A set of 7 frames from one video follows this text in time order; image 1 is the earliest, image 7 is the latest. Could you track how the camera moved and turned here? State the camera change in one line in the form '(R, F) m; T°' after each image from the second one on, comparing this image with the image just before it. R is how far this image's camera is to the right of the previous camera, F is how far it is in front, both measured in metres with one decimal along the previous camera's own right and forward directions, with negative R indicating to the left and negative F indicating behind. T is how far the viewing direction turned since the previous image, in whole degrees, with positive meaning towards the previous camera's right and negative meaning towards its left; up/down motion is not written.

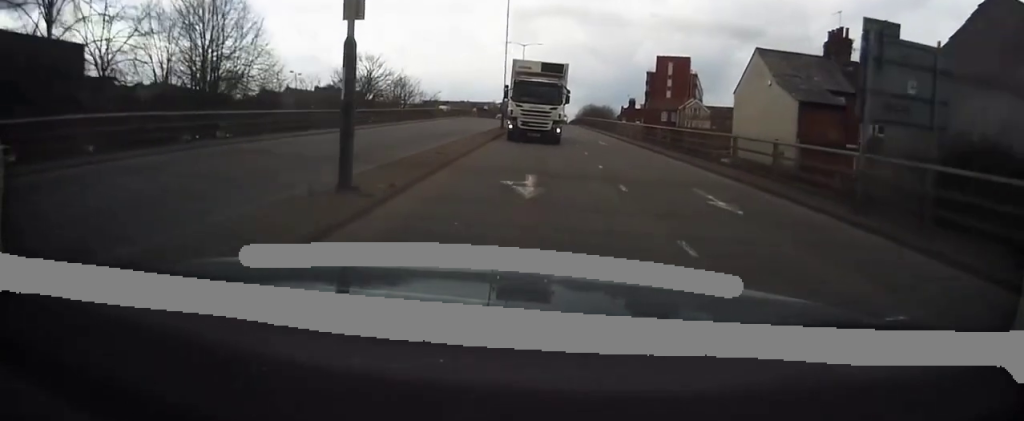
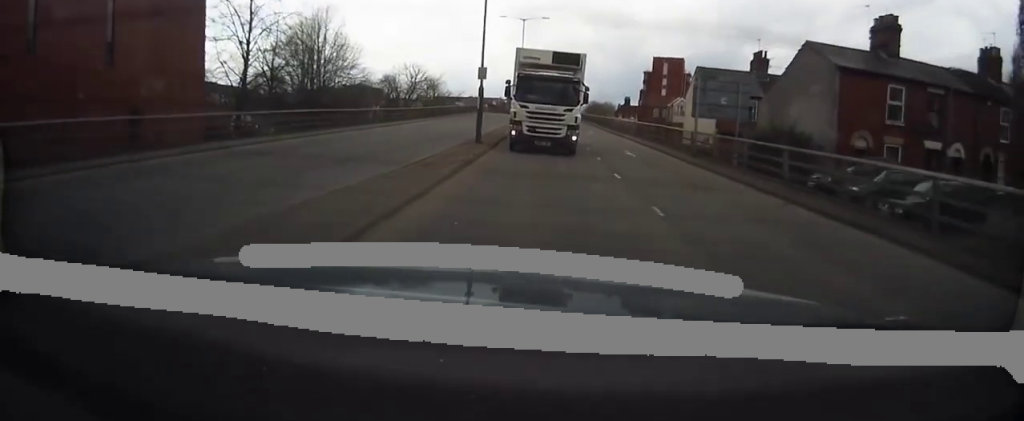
(-0.2, +15.0) m; +3°
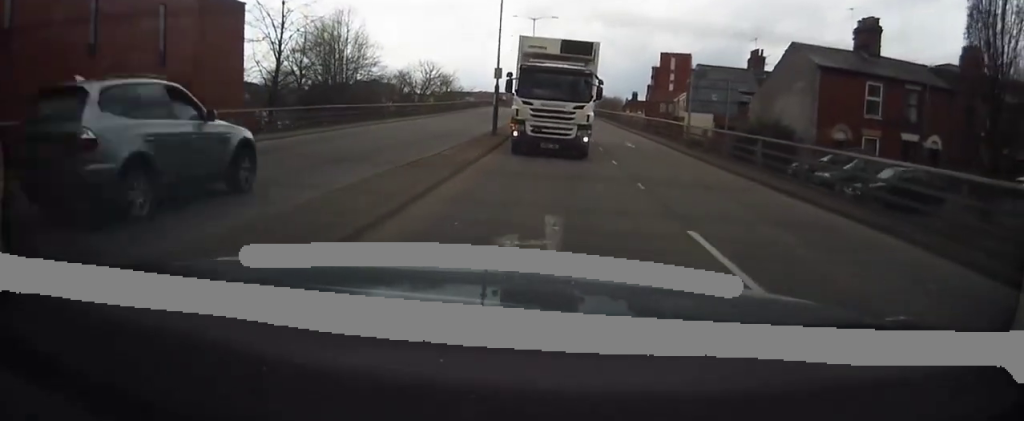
(+0.1, +3.6) m; -2°
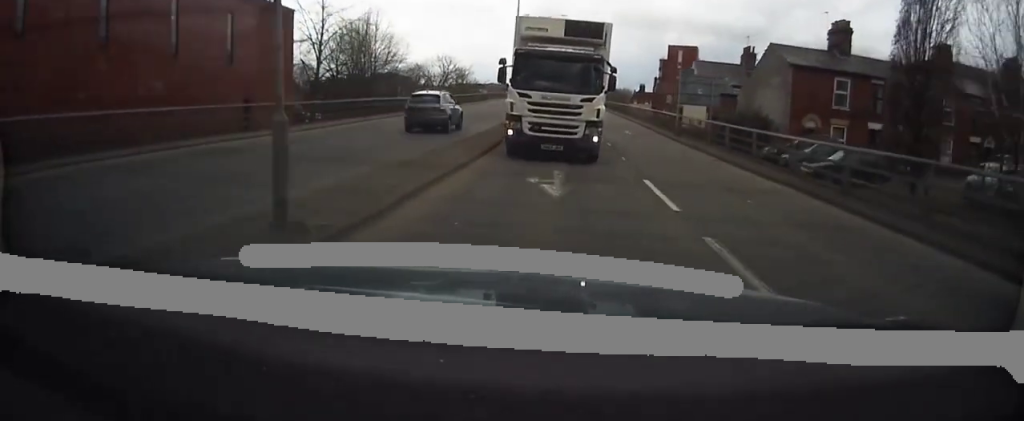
(-0.2, +5.3) m; -8°
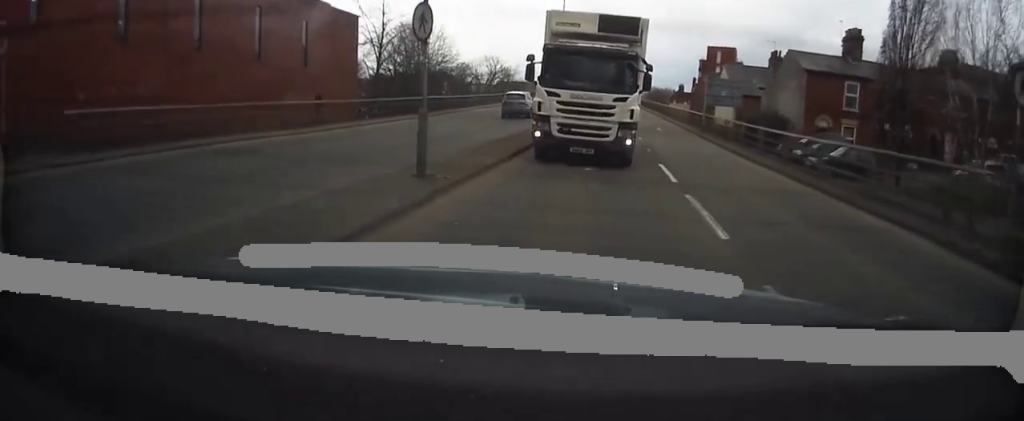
(-0.4, +3.8) m; -3°
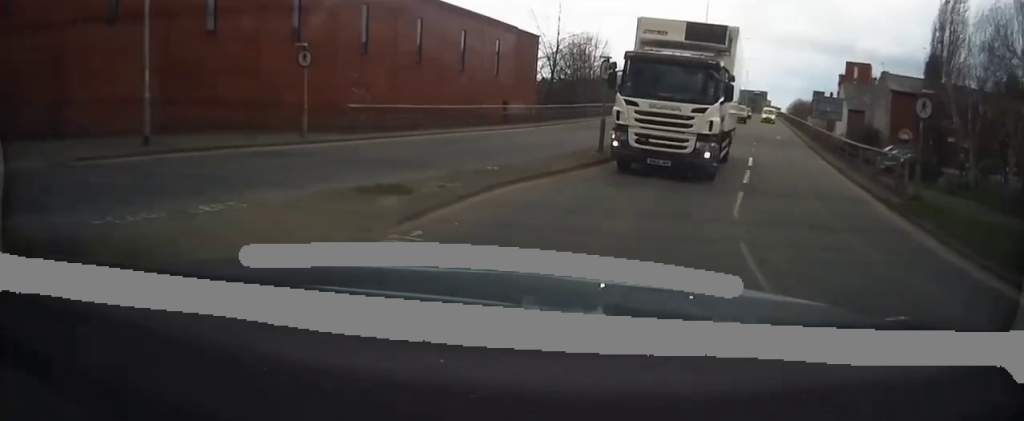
(-0.1, +8.8) m; -11°
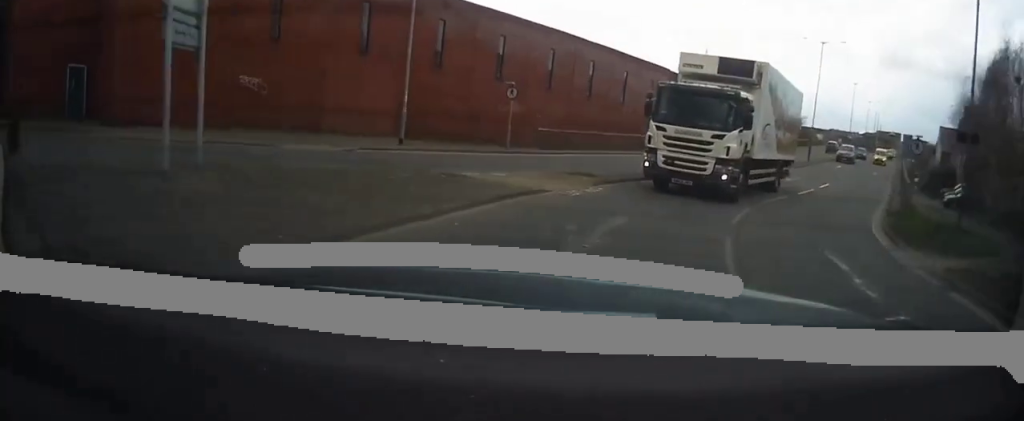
(-1.3, +8.1) m; -11°
